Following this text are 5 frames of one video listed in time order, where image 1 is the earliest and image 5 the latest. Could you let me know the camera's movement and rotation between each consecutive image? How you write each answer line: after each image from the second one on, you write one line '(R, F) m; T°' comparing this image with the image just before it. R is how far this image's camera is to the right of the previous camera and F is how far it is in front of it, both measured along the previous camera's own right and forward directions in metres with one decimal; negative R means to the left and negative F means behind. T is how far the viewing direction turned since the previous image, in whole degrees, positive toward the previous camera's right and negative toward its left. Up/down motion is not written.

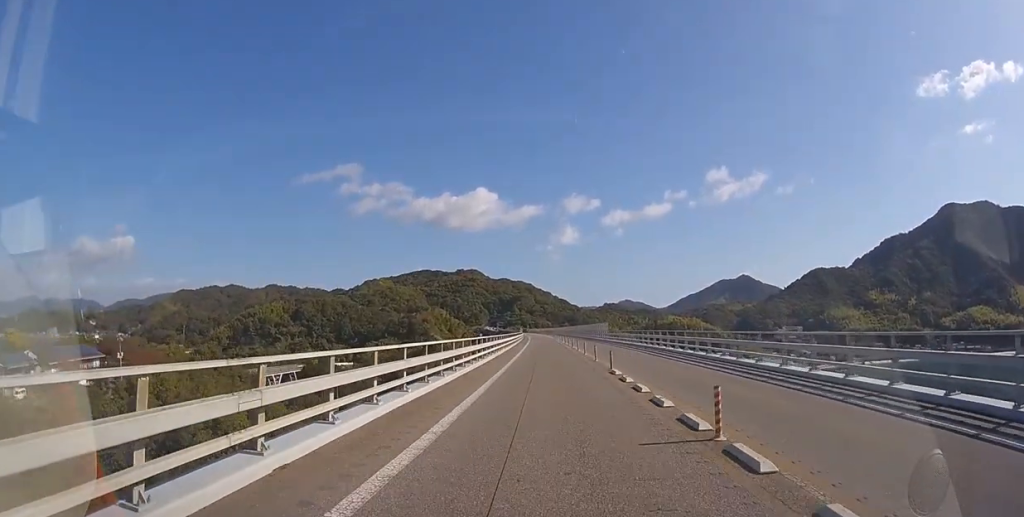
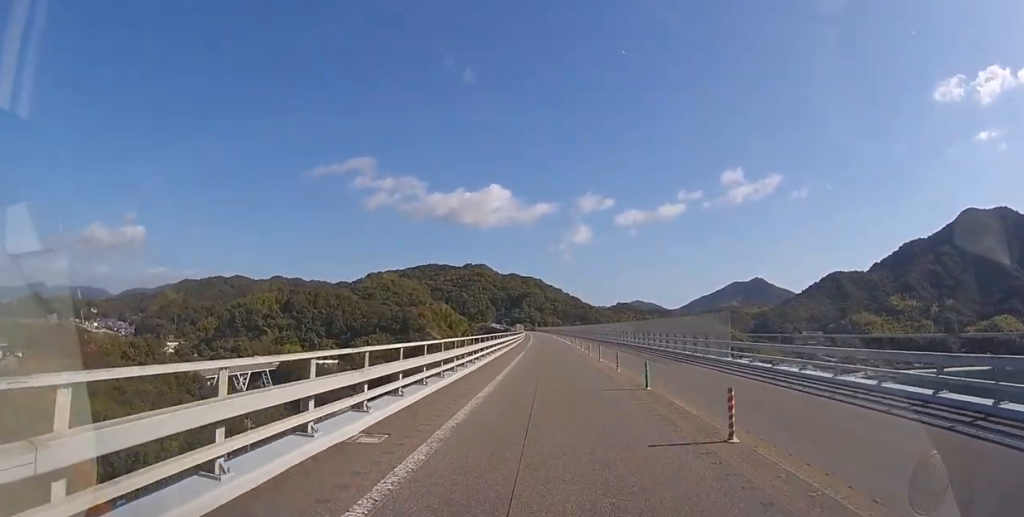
(-0.3, +35.0) m; -1°
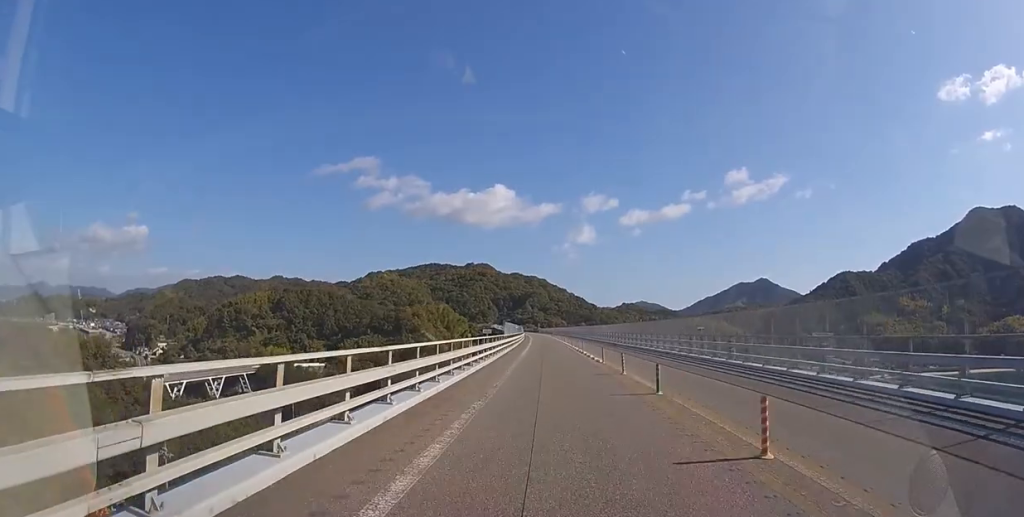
(-0.2, +20.9) m; -1°
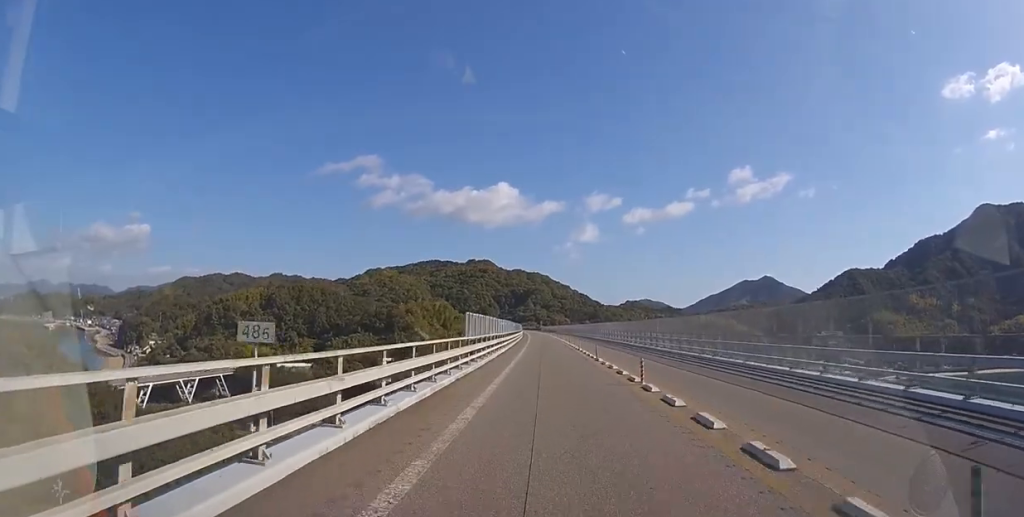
(-0.1, +17.9) m; 0°
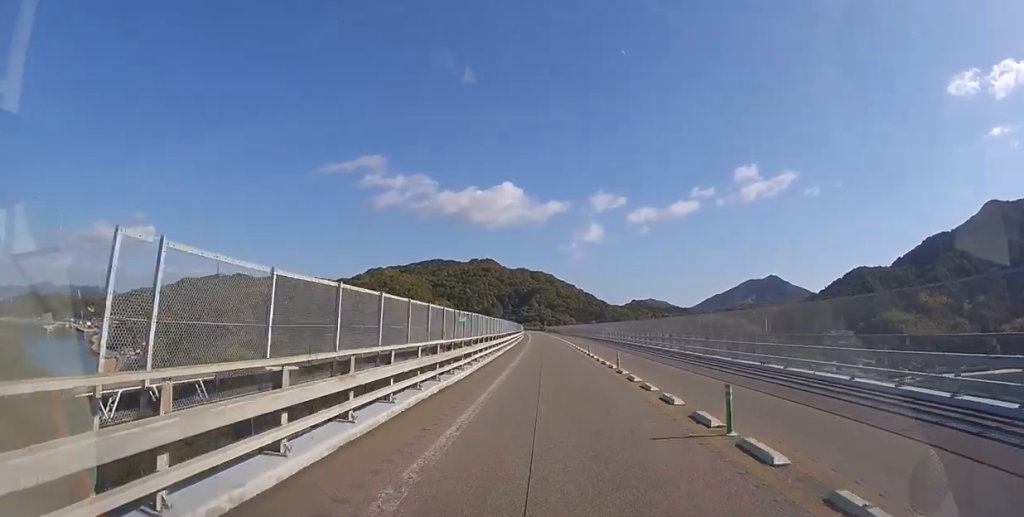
(0.0, +15.7) m; 0°
